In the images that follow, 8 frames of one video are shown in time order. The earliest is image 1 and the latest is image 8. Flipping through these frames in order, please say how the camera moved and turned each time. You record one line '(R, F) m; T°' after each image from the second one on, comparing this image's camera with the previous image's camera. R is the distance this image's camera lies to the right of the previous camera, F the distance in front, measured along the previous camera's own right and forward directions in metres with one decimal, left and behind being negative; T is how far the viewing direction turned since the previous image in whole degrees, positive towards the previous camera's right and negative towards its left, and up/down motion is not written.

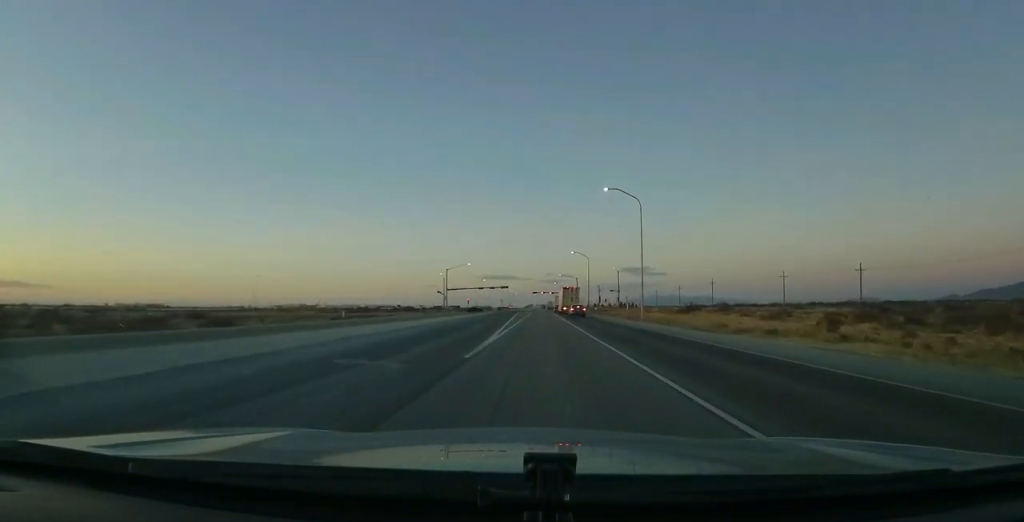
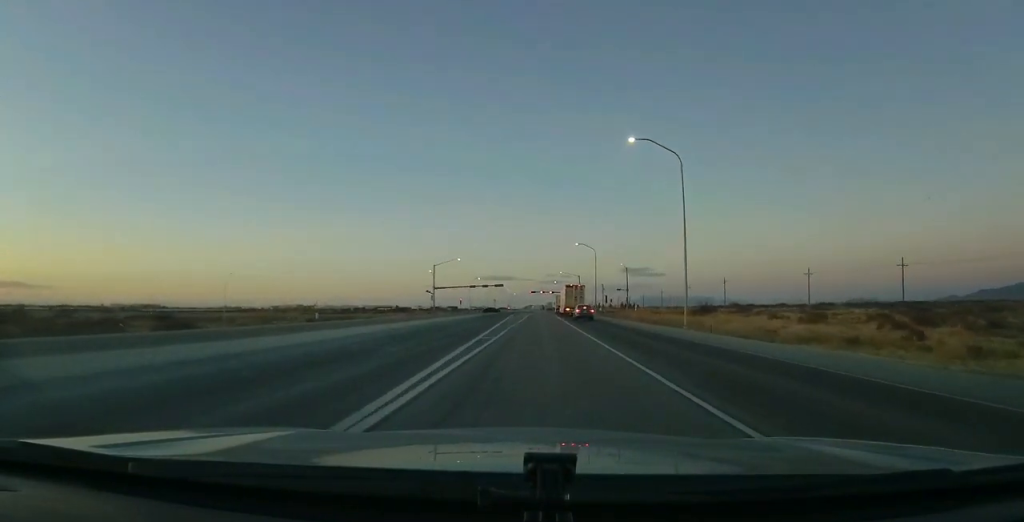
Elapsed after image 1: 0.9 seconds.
(+0.2, +16.9) m; 0°
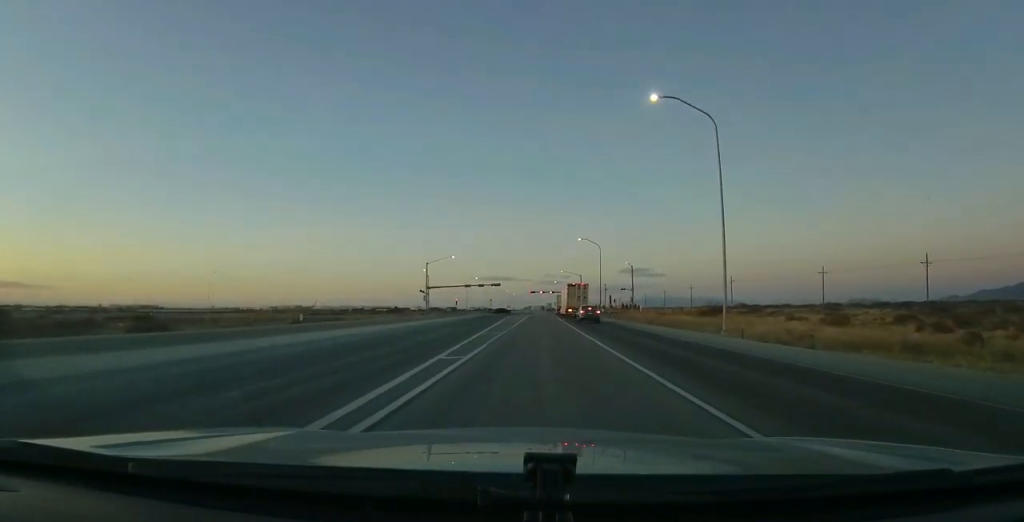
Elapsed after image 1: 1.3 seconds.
(-0.1, +8.2) m; -1°
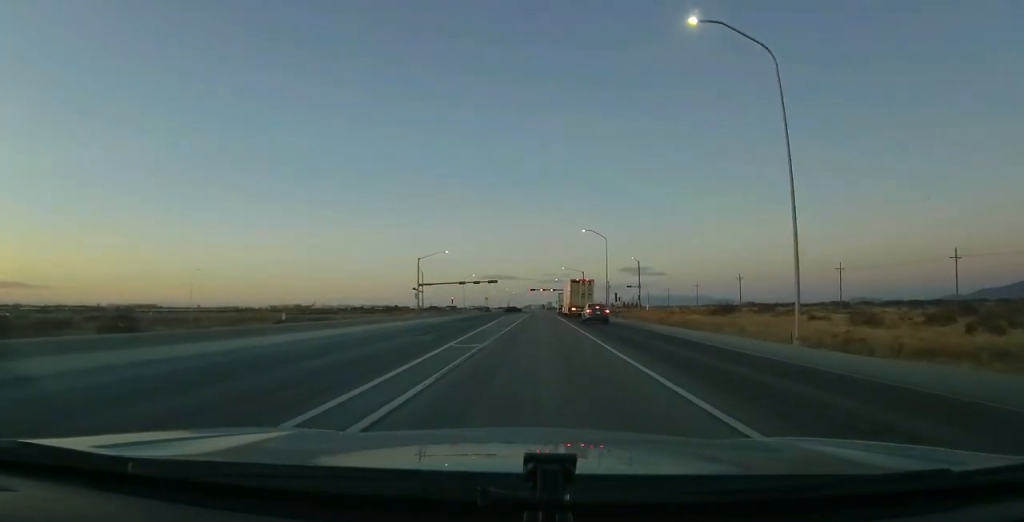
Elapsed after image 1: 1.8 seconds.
(-0.1, +8.7) m; -1°
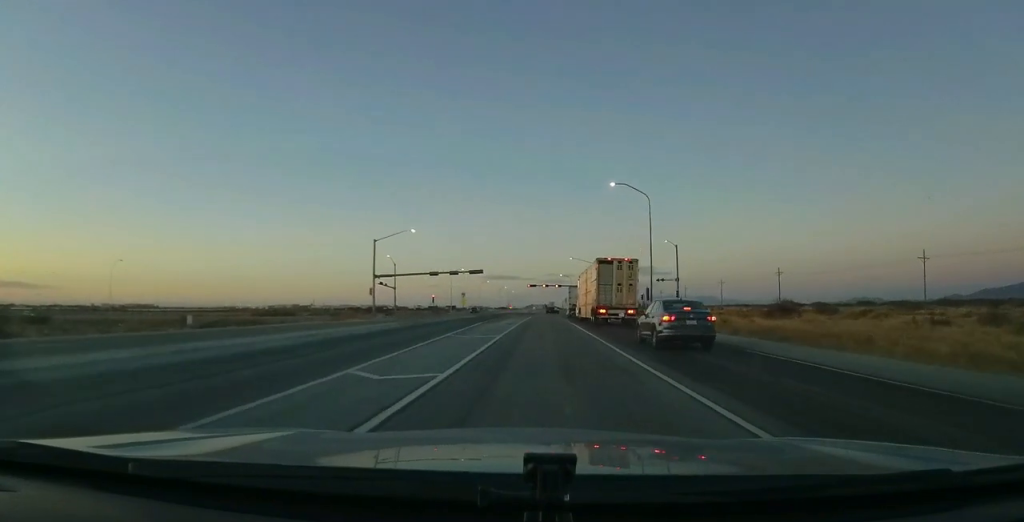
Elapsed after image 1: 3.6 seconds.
(-0.8, +32.6) m; -1°
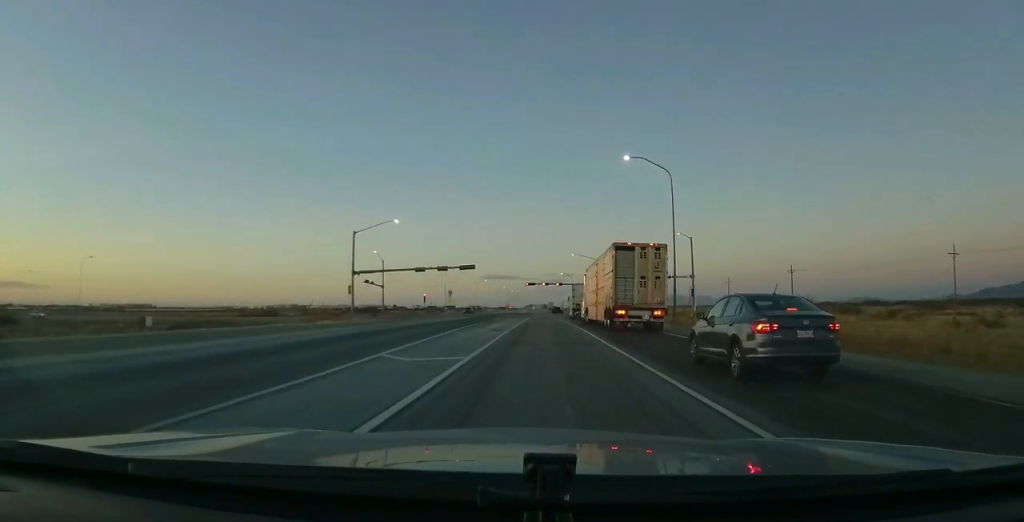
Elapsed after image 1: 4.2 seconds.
(+0.2, +9.2) m; +2°
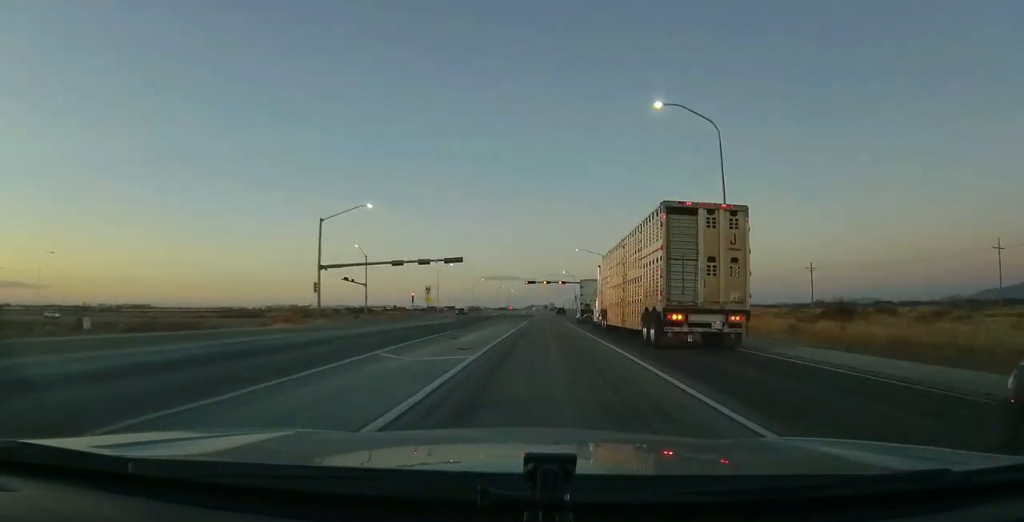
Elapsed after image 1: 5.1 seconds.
(+0.3, +11.9) m; +2°
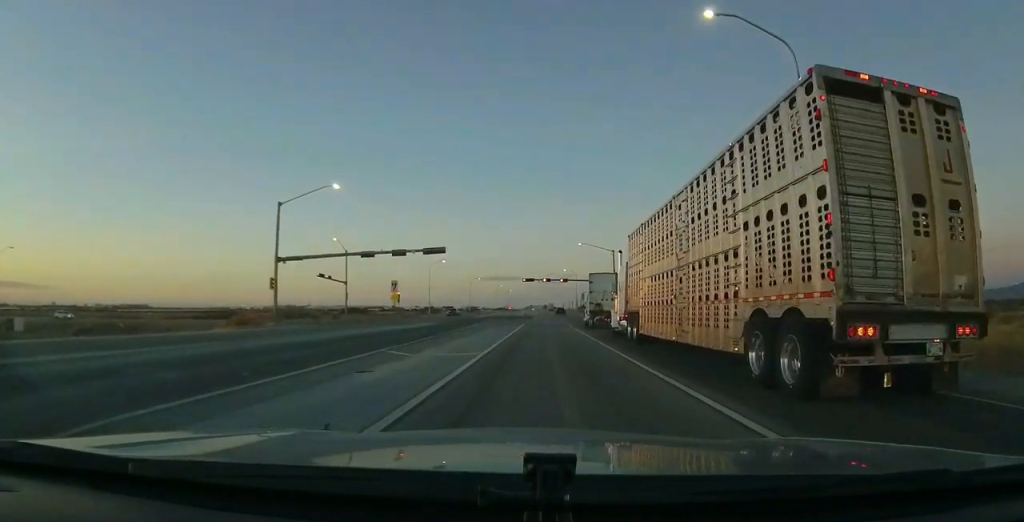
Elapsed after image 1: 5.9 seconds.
(+0.2, +10.4) m; +1°
